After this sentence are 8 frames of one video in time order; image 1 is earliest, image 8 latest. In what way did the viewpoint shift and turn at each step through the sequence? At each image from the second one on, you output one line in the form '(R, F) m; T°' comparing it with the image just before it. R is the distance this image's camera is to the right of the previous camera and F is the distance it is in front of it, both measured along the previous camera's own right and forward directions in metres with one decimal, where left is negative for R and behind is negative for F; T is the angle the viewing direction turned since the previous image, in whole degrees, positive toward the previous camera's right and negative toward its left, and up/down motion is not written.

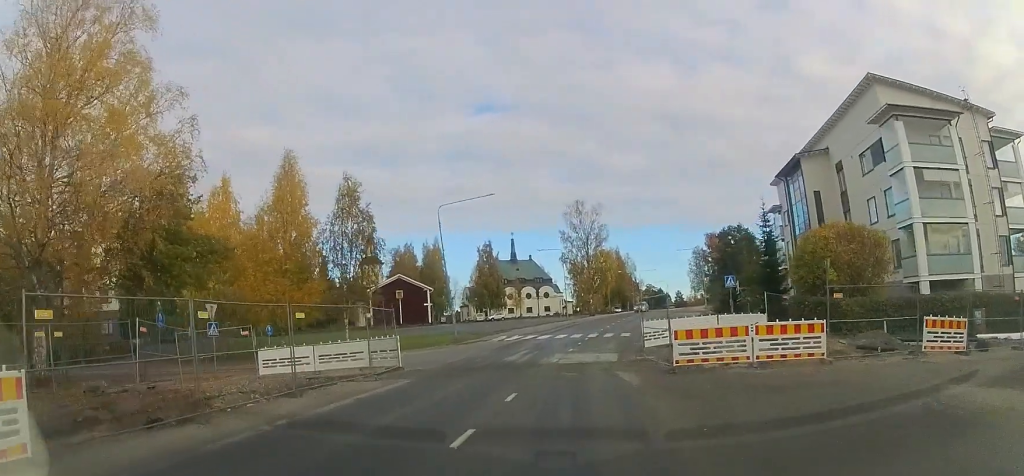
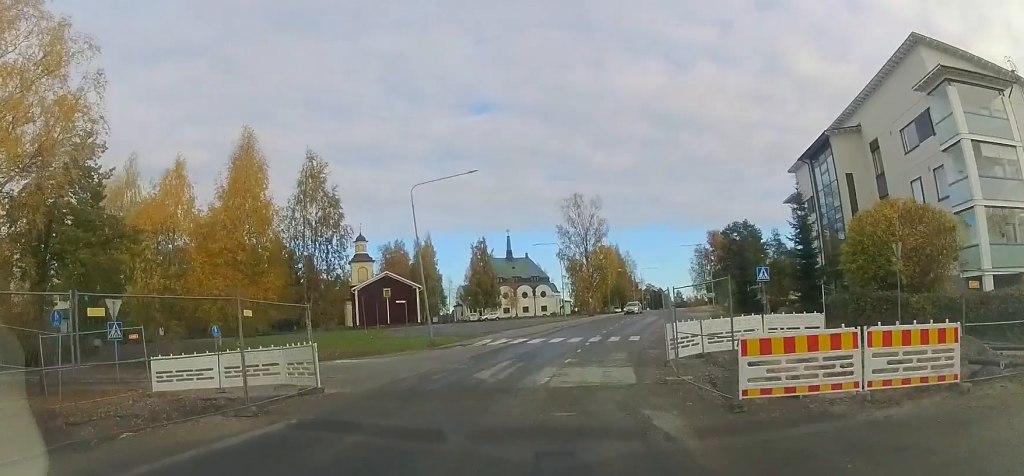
(+0.1, +6.1) m; +1°
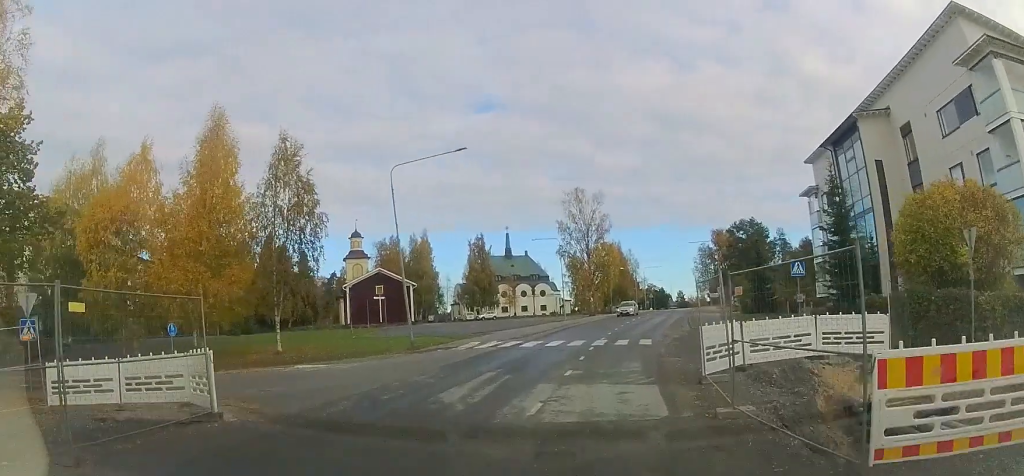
(0.0, +4.0) m; +1°
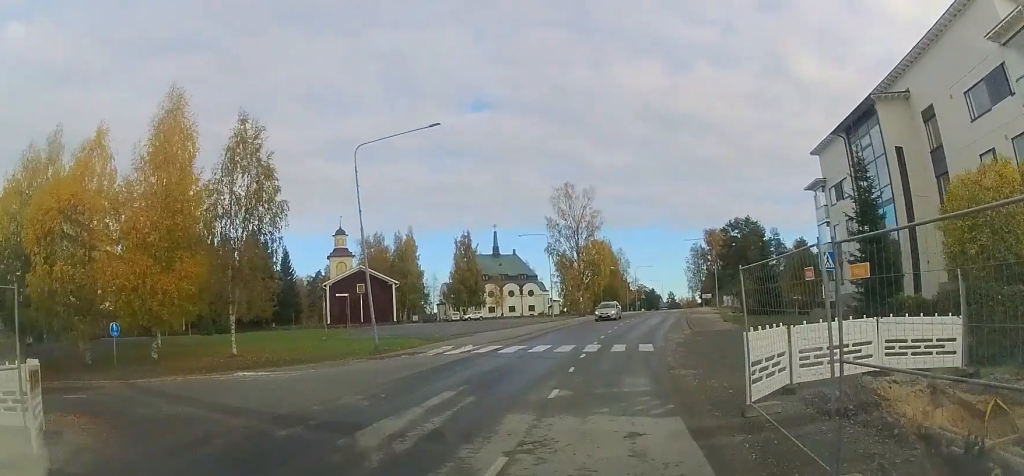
(0.0, +3.9) m; +2°
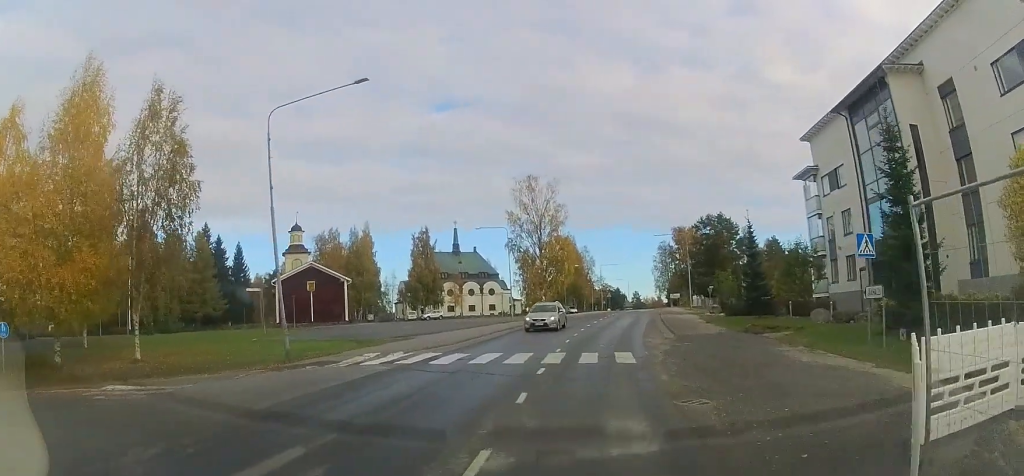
(+0.2, +5.5) m; +3°
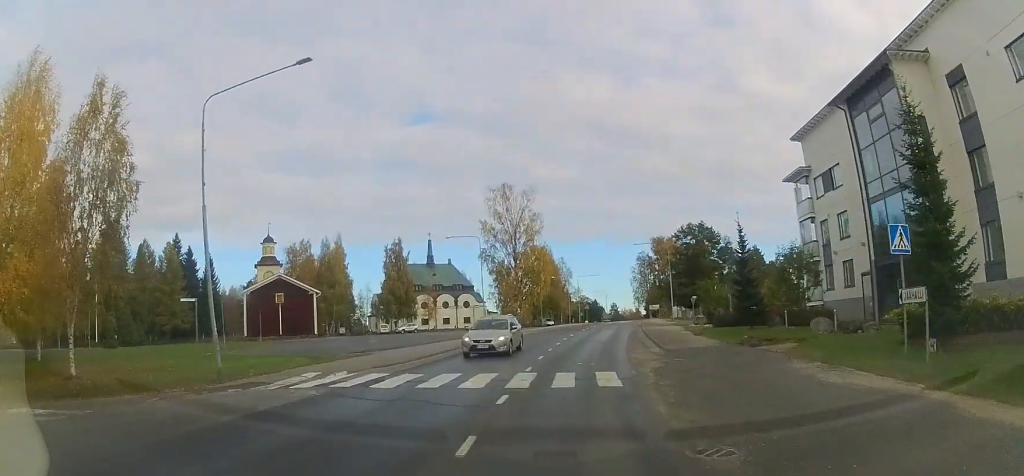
(0.0, +2.8) m; 0°
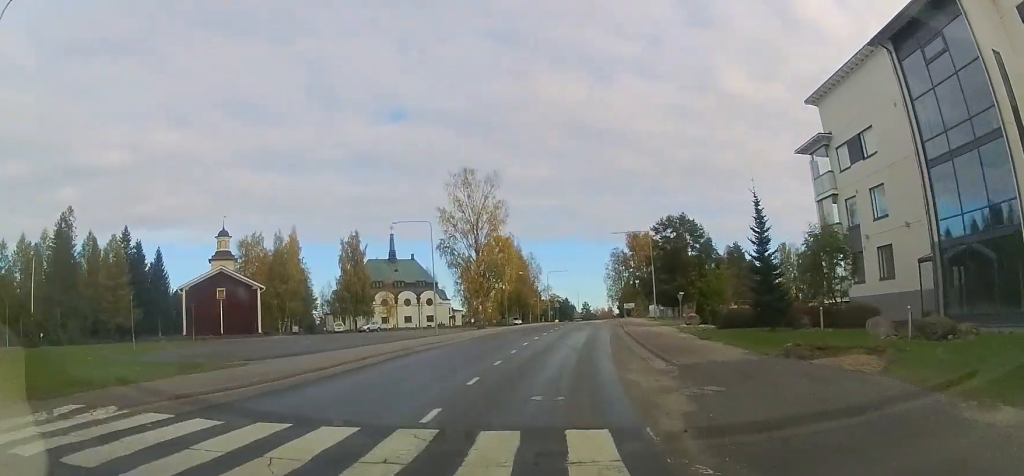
(-0.1, +7.3) m; +4°
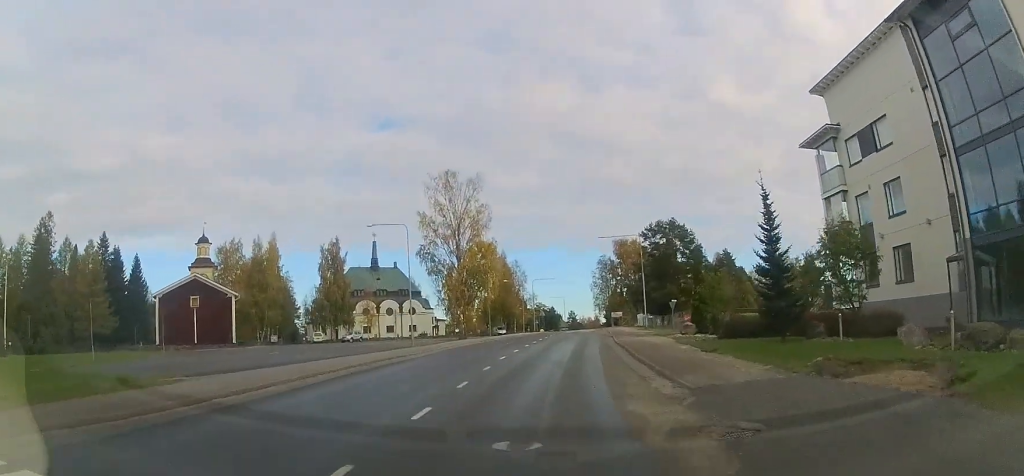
(+0.2, +2.9) m; +1°
